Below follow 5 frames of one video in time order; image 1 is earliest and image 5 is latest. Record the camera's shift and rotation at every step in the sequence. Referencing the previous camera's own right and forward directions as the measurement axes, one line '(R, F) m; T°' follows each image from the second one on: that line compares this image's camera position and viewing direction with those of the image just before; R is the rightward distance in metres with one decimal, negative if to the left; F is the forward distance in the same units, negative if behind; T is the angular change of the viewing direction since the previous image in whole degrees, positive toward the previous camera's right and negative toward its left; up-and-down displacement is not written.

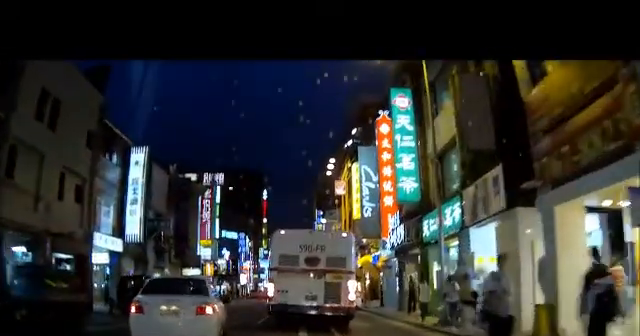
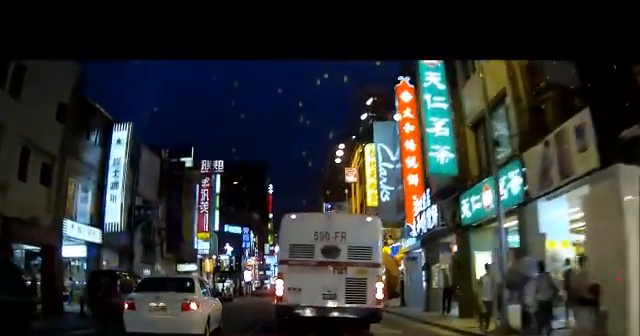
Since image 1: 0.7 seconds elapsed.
(-0.1, +4.1) m; -3°
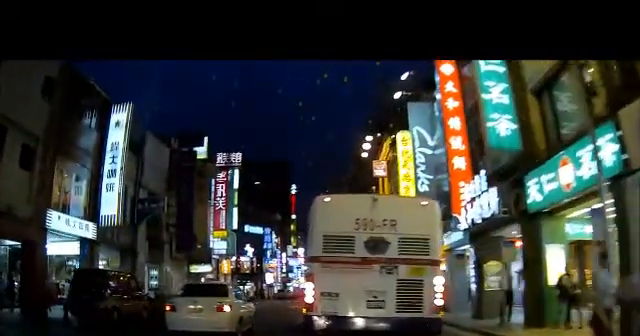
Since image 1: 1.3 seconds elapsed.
(-0.1, +3.4) m; -2°
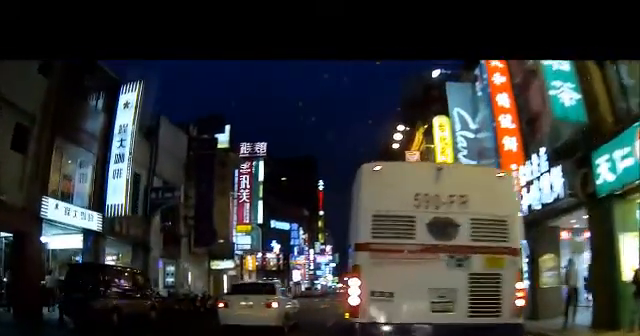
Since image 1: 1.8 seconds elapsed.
(-0.1, +2.4) m; -2°
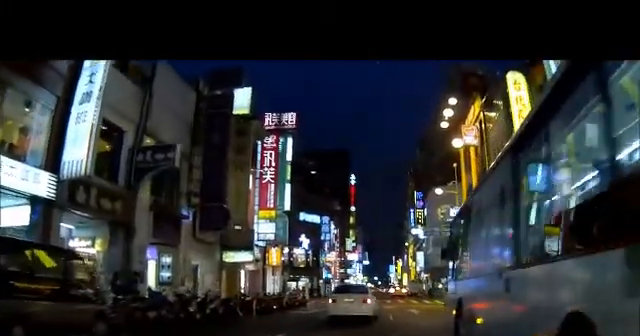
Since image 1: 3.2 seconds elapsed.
(-0.1, +7.3) m; 0°
